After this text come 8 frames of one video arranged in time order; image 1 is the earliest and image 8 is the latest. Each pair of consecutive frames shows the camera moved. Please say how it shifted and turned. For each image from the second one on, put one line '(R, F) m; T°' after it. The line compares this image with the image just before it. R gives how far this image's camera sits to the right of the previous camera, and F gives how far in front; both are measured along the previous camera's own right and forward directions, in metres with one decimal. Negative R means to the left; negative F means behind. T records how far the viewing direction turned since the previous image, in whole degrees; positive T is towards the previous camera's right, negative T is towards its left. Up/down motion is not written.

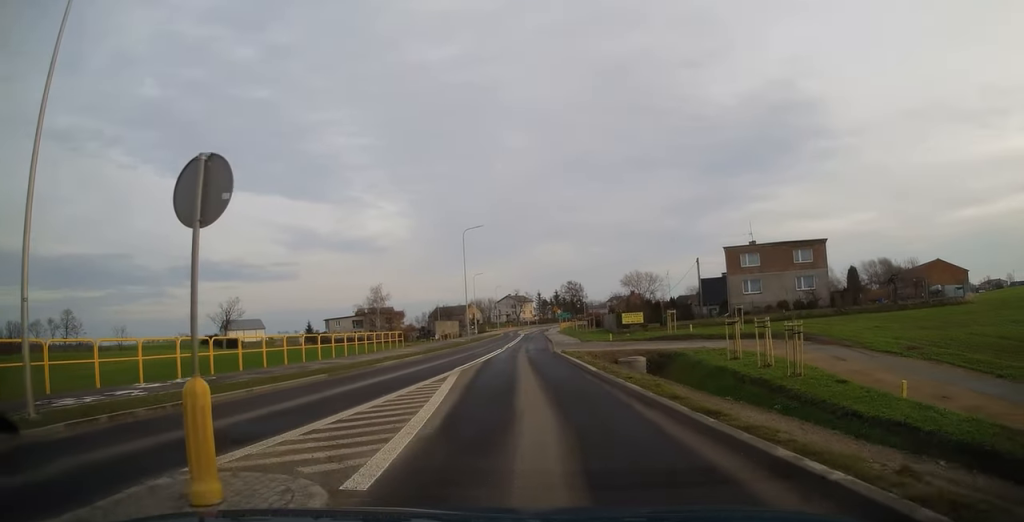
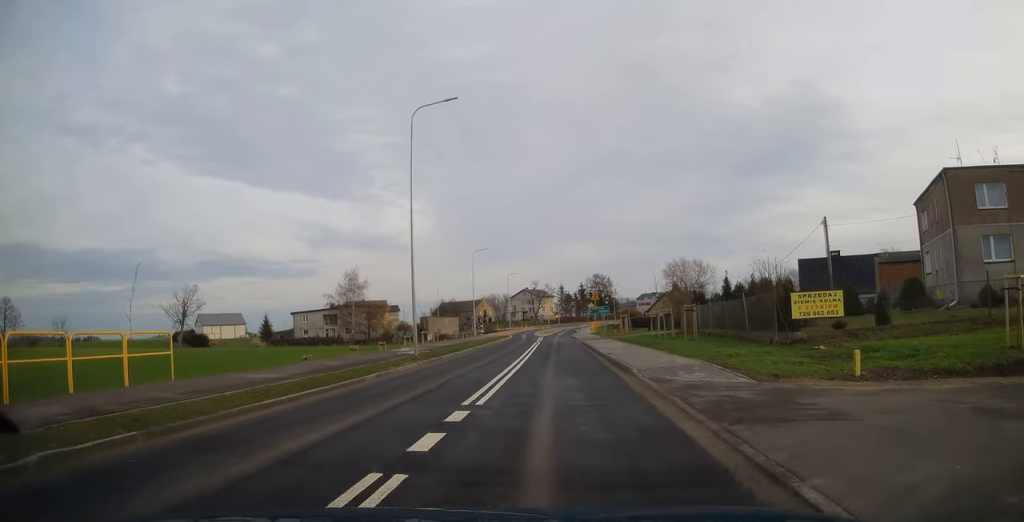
(-1.5, +33.2) m; -5°
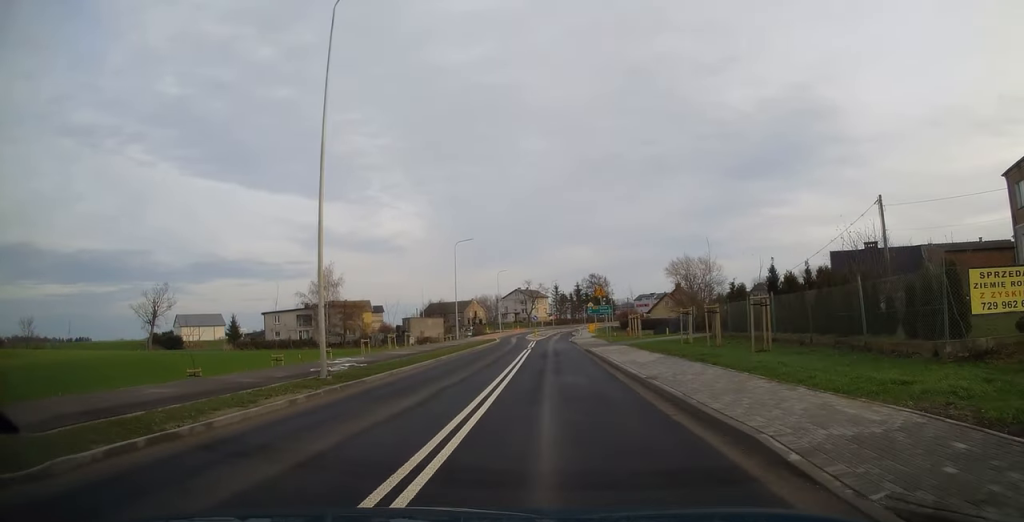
(-0.2, +10.3) m; 0°
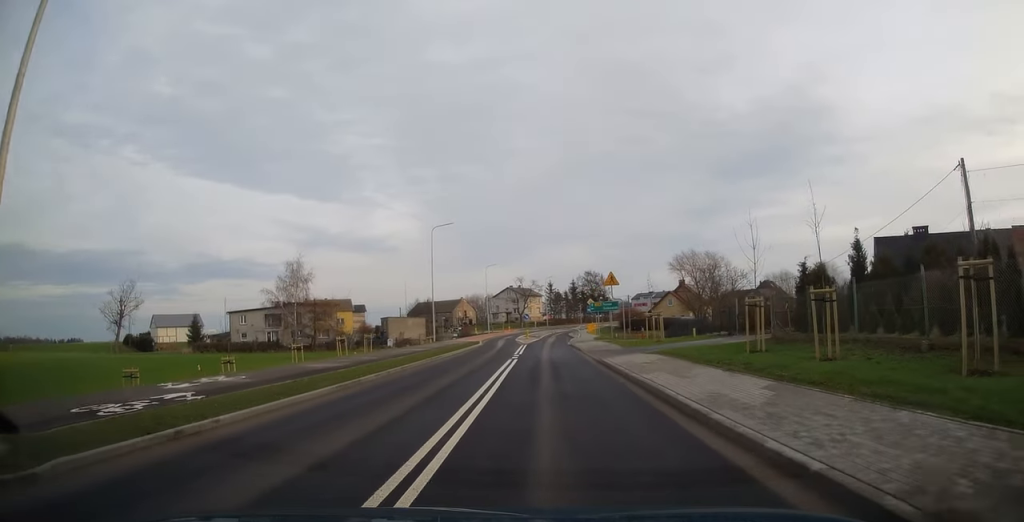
(+0.2, +10.5) m; +1°
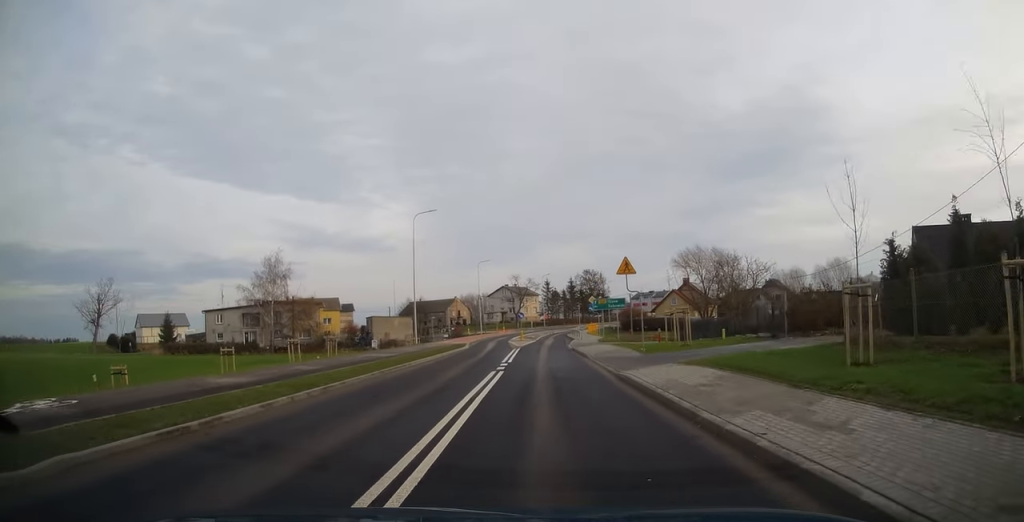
(0.0, +6.9) m; 0°
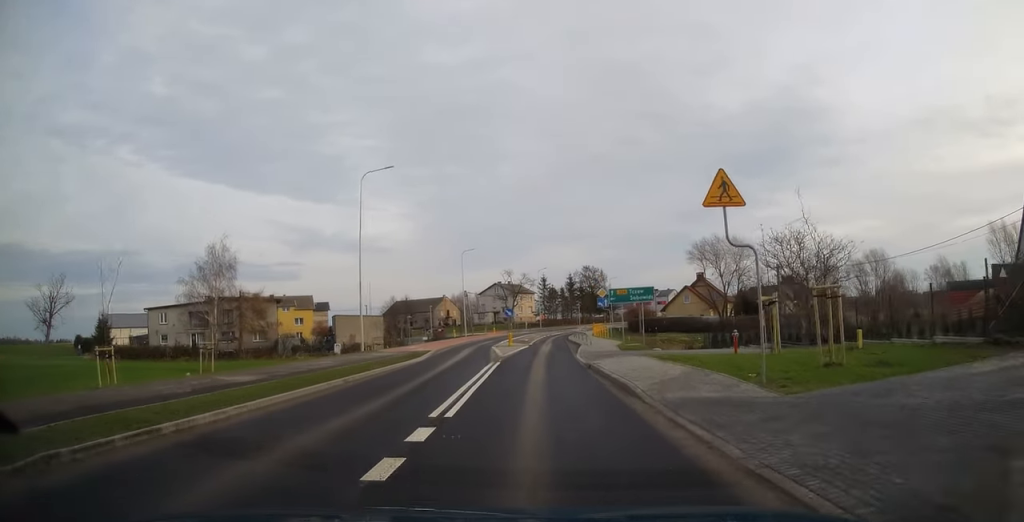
(0.0, +14.3) m; 0°
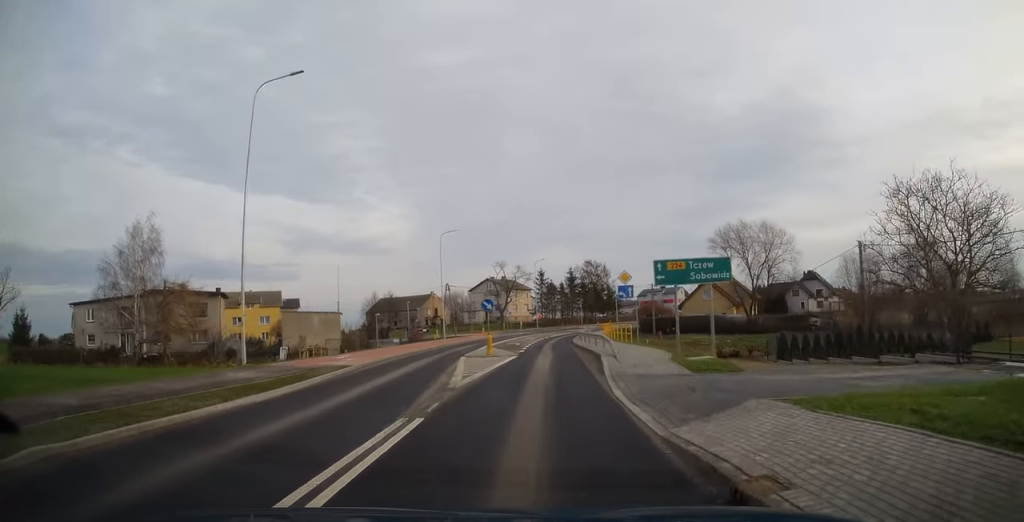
(0.0, +14.8) m; 0°
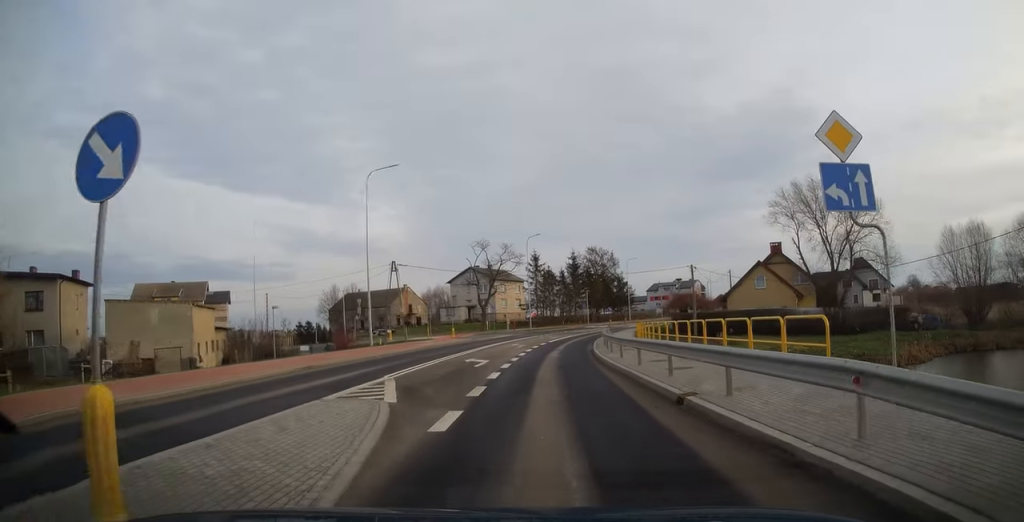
(0.0, +25.7) m; +1°
